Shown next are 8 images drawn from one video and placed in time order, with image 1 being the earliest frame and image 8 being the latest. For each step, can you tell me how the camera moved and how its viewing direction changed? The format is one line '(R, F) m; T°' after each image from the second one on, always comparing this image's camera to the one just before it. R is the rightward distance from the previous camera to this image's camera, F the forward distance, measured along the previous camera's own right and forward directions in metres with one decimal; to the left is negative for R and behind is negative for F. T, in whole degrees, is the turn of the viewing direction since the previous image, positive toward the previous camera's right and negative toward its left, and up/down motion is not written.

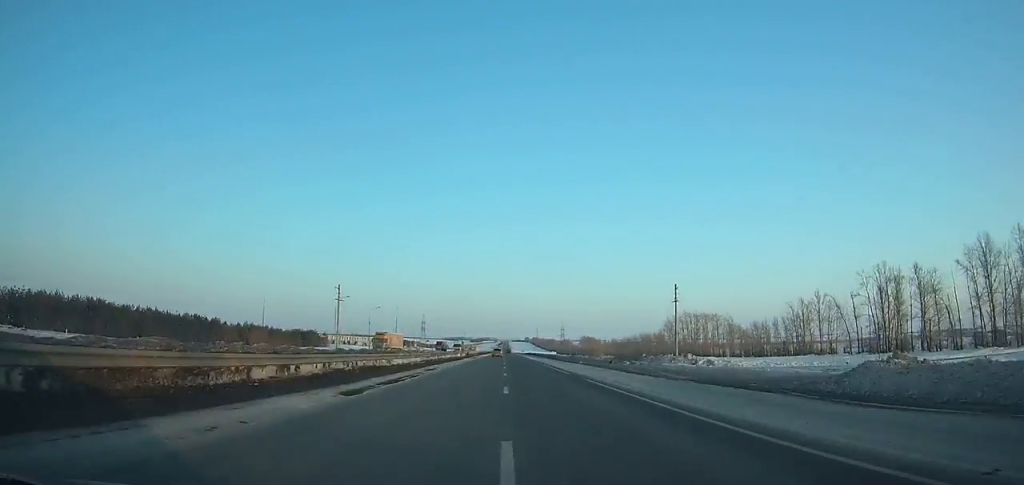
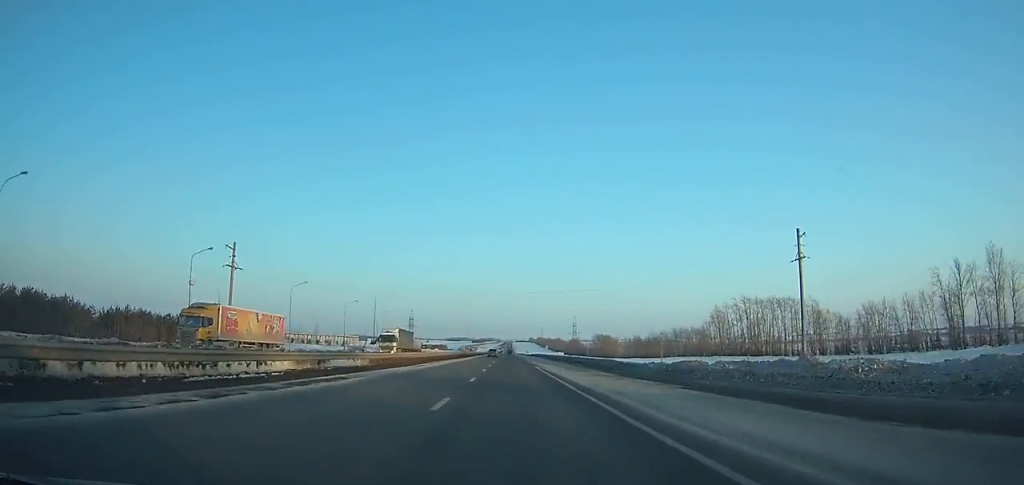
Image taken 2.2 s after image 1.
(-0.1, +64.7) m; 0°
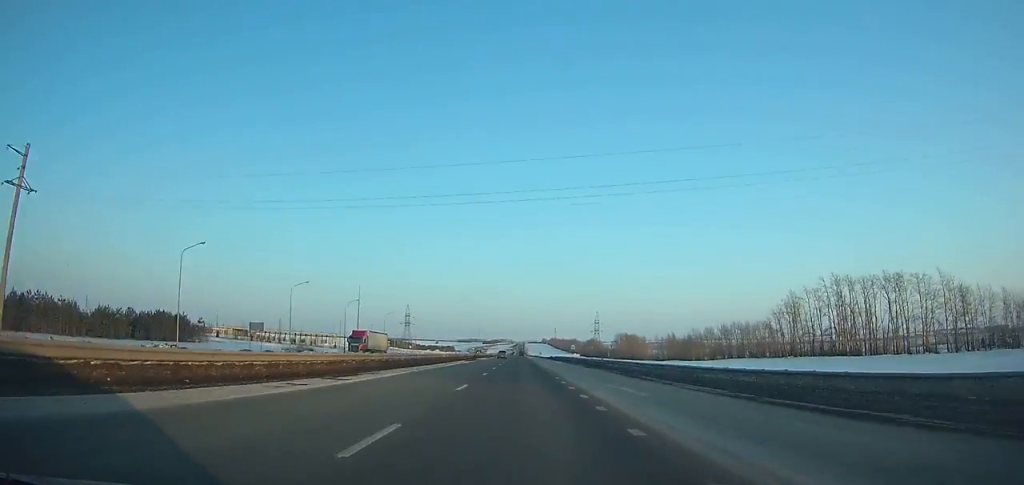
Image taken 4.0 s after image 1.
(-0.3, +52.7) m; 0°
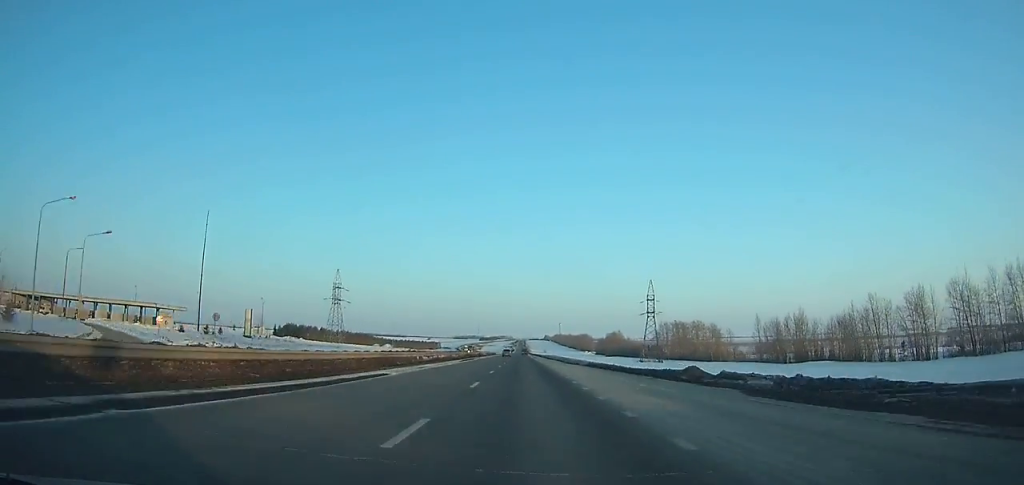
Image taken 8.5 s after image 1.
(-0.3, +130.1) m; 0°
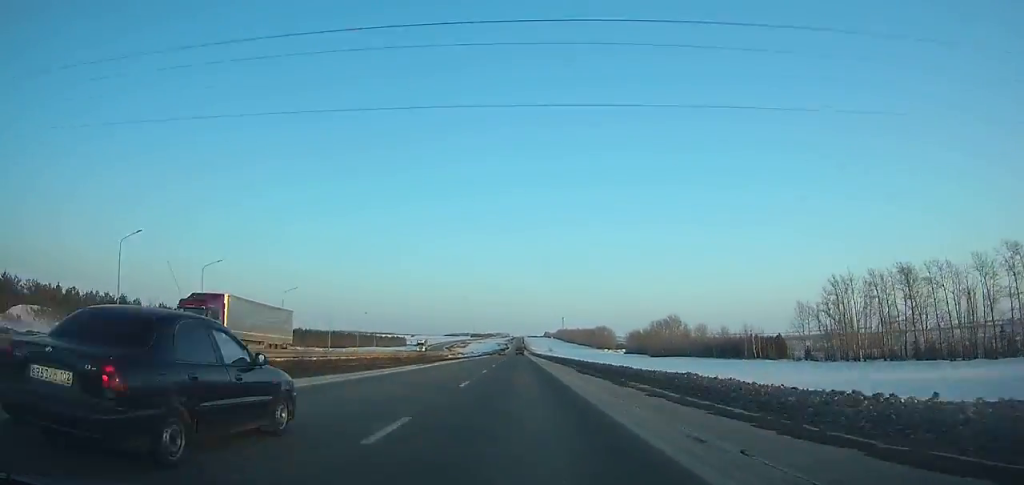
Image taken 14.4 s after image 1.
(+0.2, +168.1) m; 0°
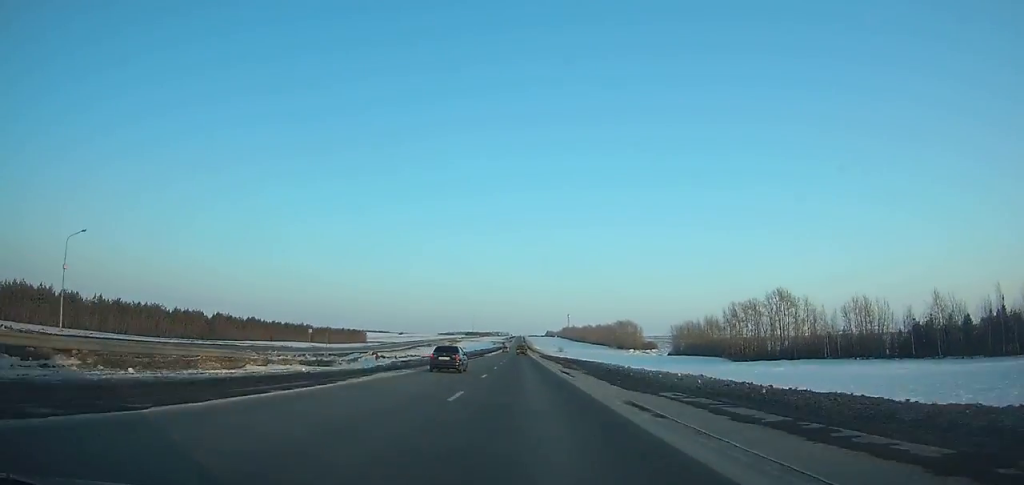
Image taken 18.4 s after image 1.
(+0.1, +112.9) m; 0°
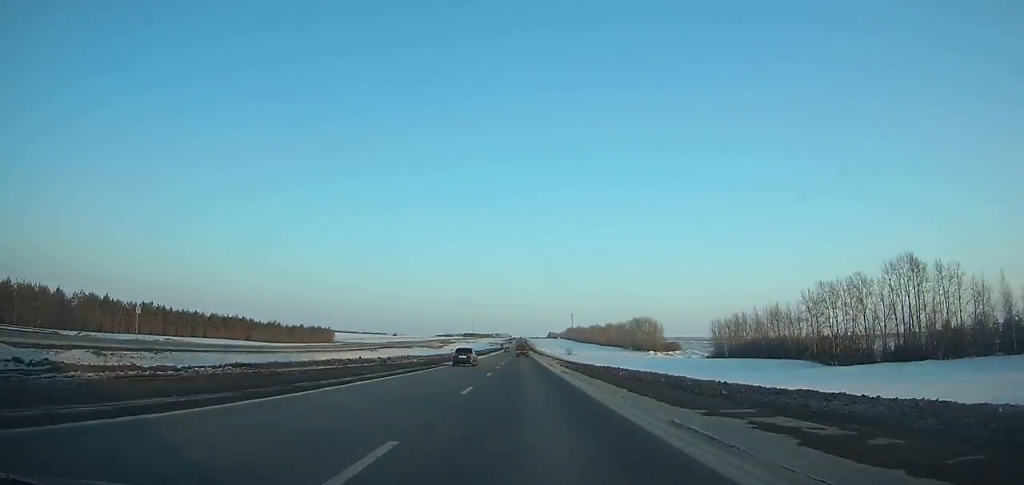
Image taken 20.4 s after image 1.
(0.0, +55.5) m; 0°
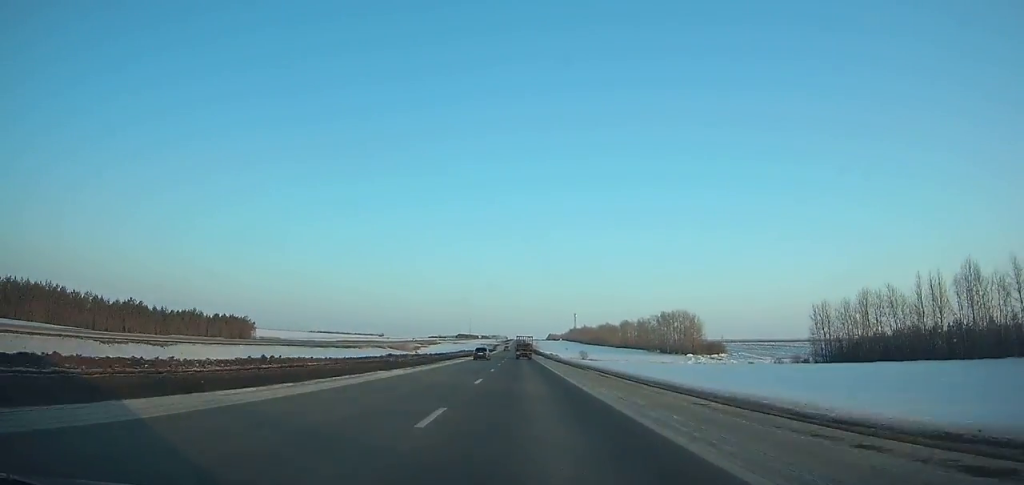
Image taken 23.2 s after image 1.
(-0.1, +76.3) m; 0°
